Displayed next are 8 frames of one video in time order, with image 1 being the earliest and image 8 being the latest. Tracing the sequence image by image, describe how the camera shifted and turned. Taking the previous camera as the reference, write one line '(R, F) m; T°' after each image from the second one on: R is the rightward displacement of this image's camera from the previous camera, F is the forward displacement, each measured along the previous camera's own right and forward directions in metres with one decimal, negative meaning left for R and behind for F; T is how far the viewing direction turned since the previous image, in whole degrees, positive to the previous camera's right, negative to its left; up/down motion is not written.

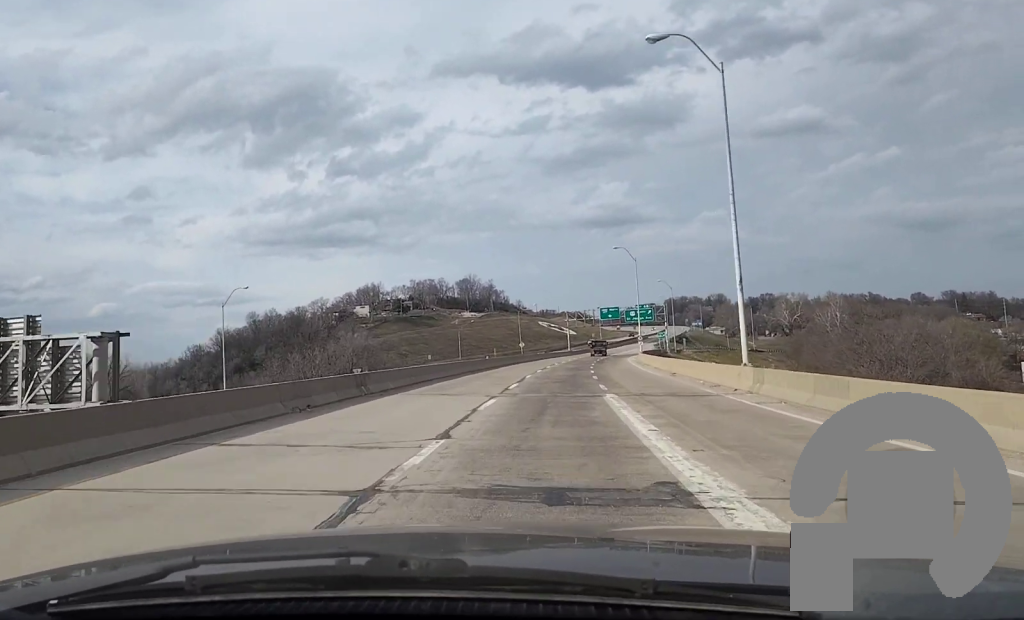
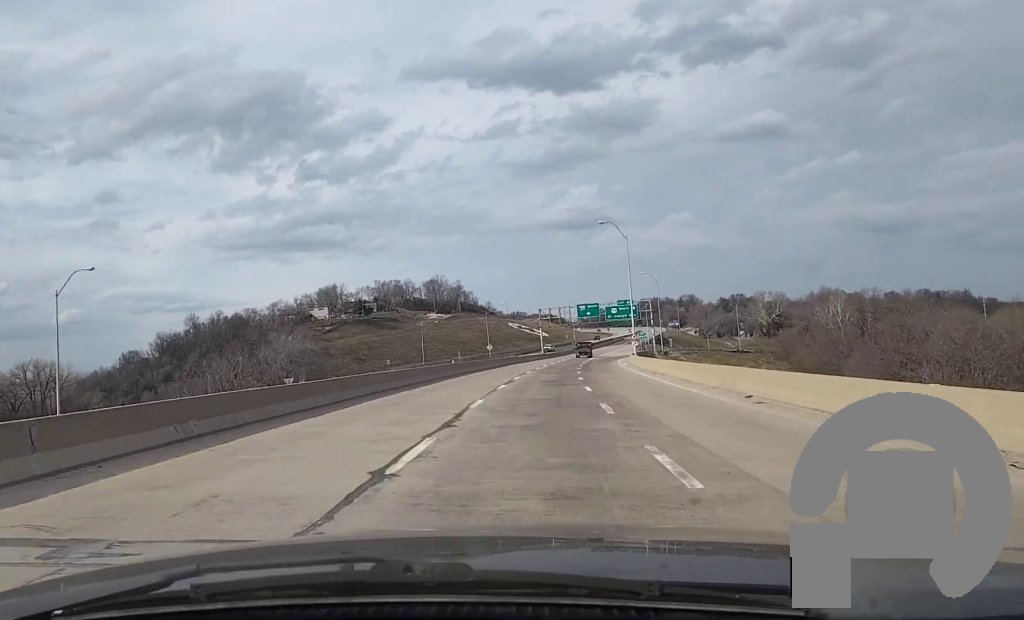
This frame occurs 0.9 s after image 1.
(0.0, +22.5) m; 0°
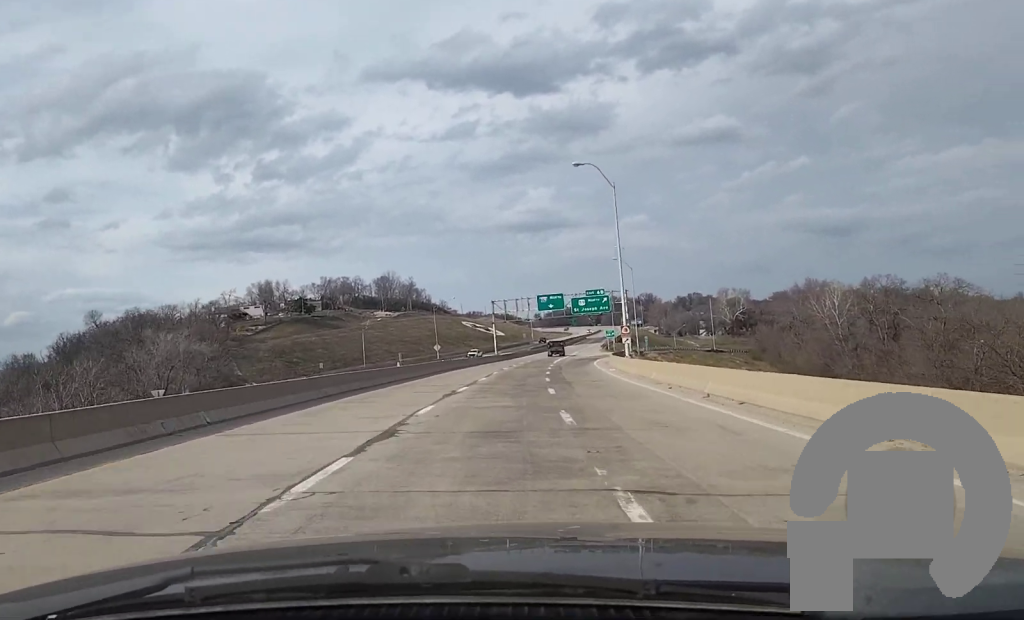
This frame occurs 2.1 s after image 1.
(+0.4, +27.1) m; +2°
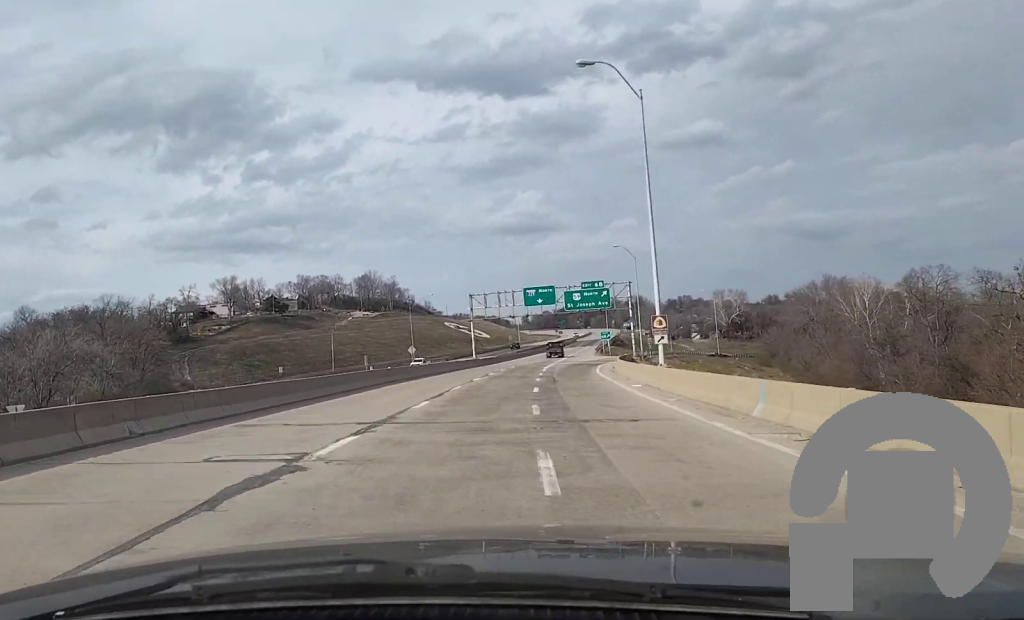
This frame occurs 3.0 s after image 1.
(+0.5, +20.7) m; +2°
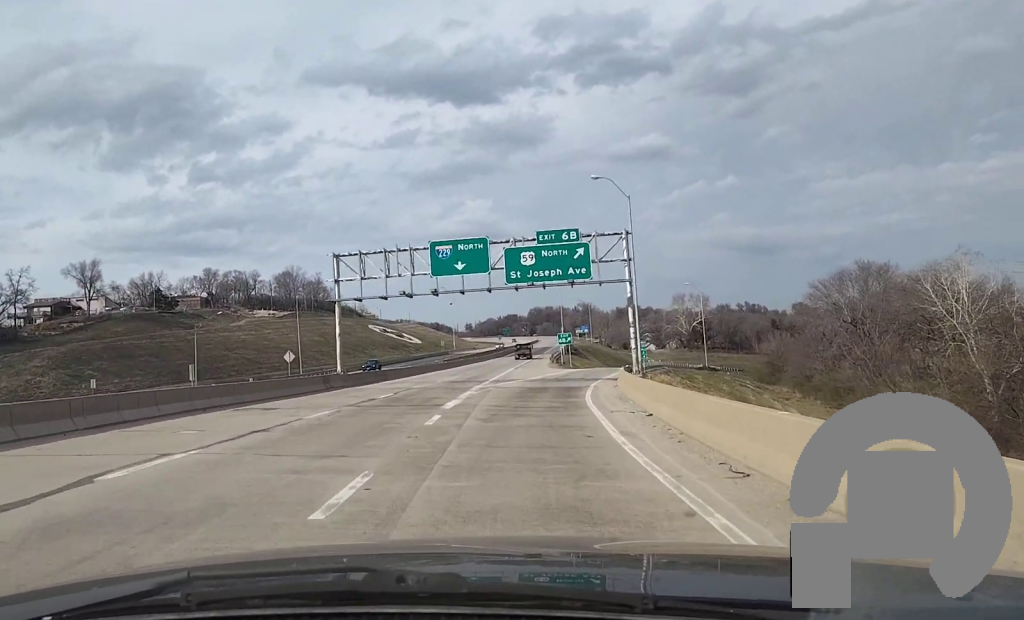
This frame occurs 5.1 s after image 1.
(+1.6, +49.5) m; +4°
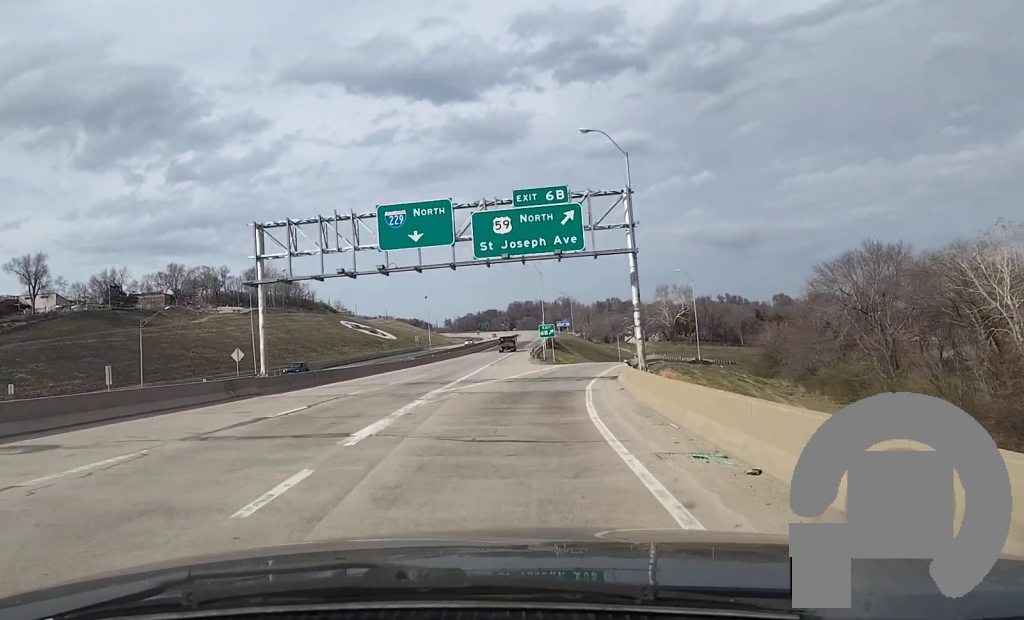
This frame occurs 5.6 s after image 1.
(+0.1, +11.7) m; +1°
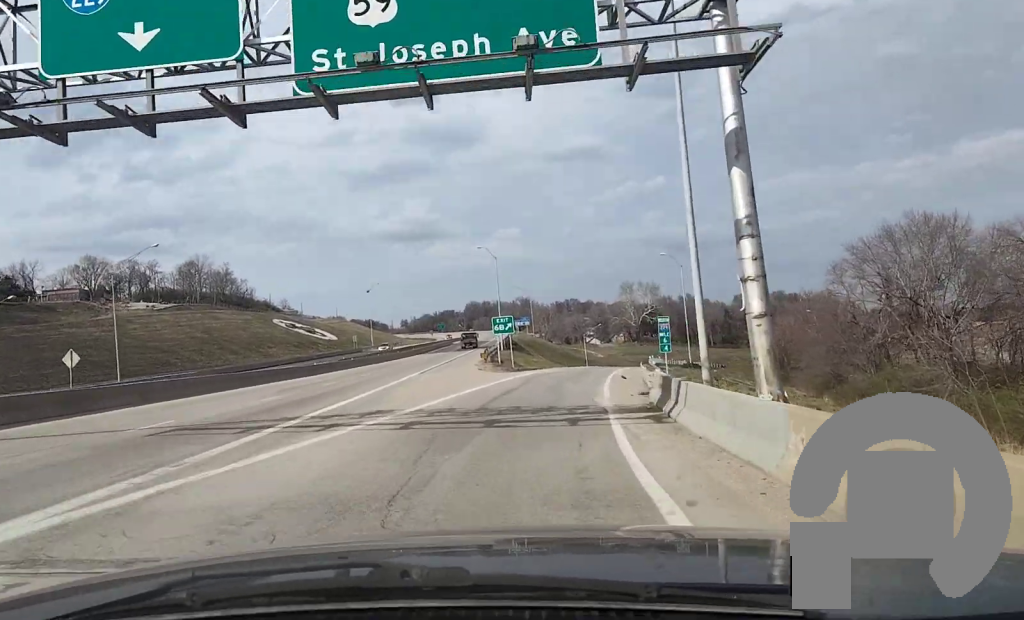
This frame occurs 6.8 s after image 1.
(+0.5, +27.9) m; +3°
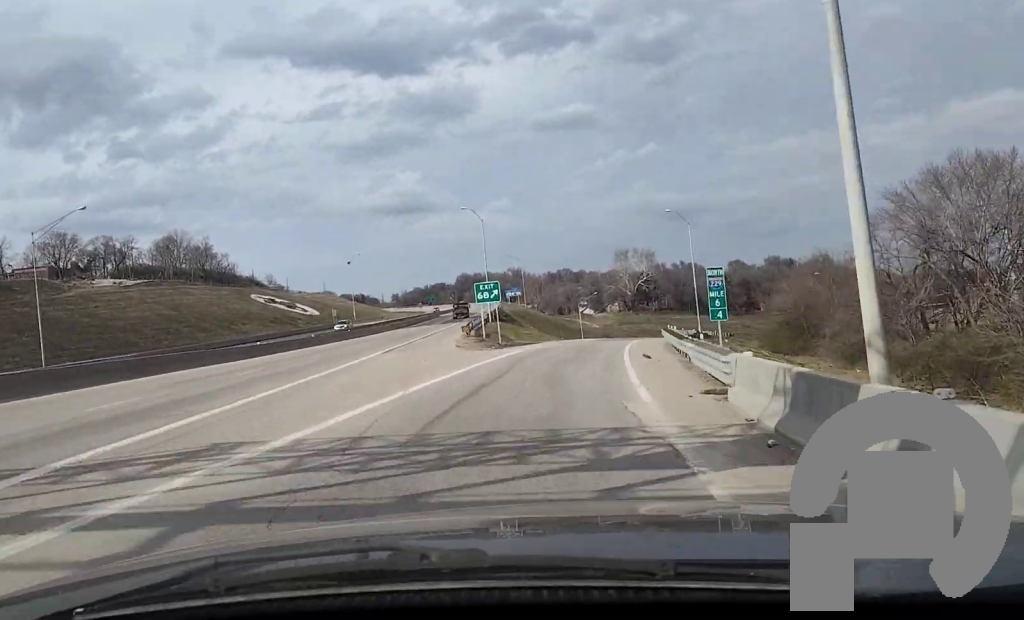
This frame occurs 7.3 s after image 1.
(+0.2, +12.3) m; +2°
